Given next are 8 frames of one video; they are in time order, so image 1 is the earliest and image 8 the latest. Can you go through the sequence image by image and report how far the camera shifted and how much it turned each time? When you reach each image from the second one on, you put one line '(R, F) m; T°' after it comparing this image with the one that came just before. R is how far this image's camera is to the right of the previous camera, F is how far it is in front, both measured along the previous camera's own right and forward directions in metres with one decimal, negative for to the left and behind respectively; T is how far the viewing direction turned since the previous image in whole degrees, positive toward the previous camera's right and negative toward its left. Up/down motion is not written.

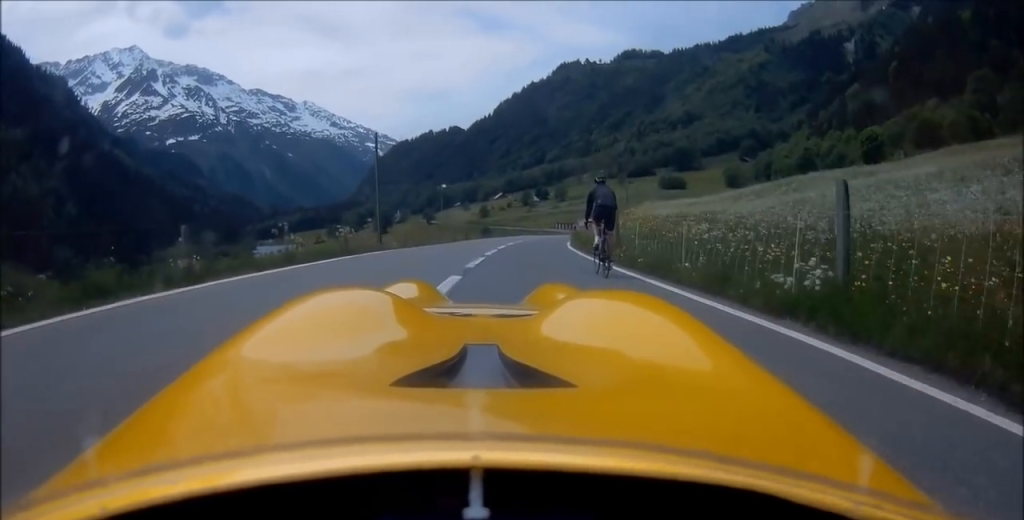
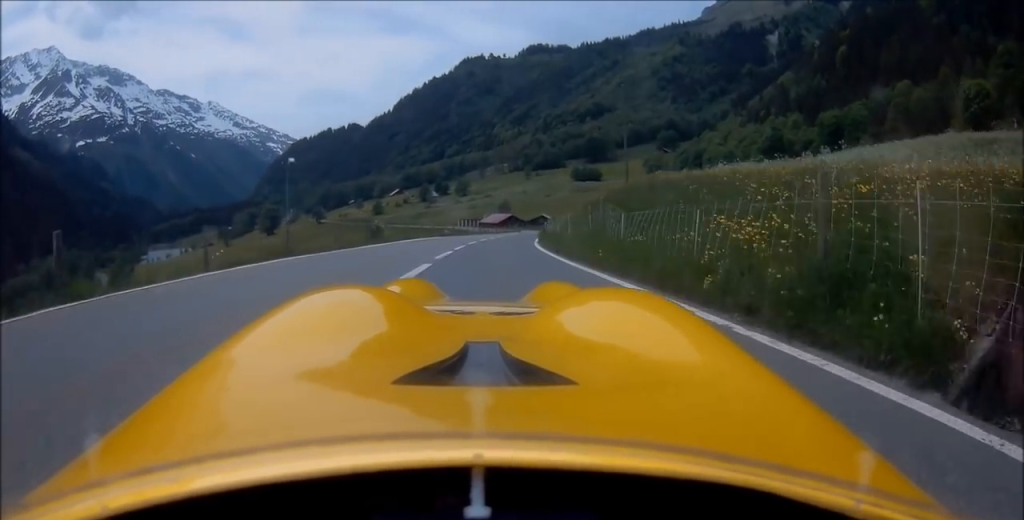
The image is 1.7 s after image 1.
(+2.2, +33.4) m; +8°
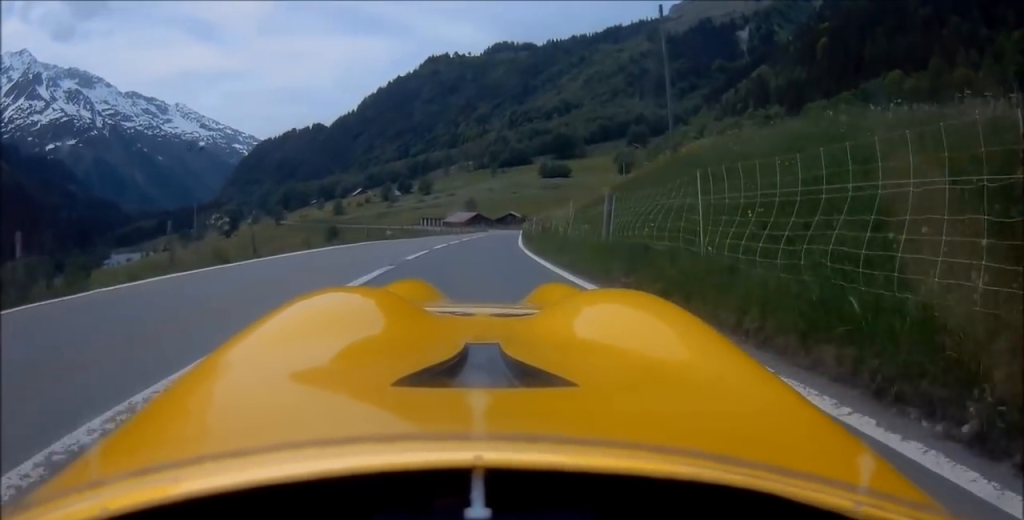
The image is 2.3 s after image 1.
(+0.3, +12.7) m; +2°
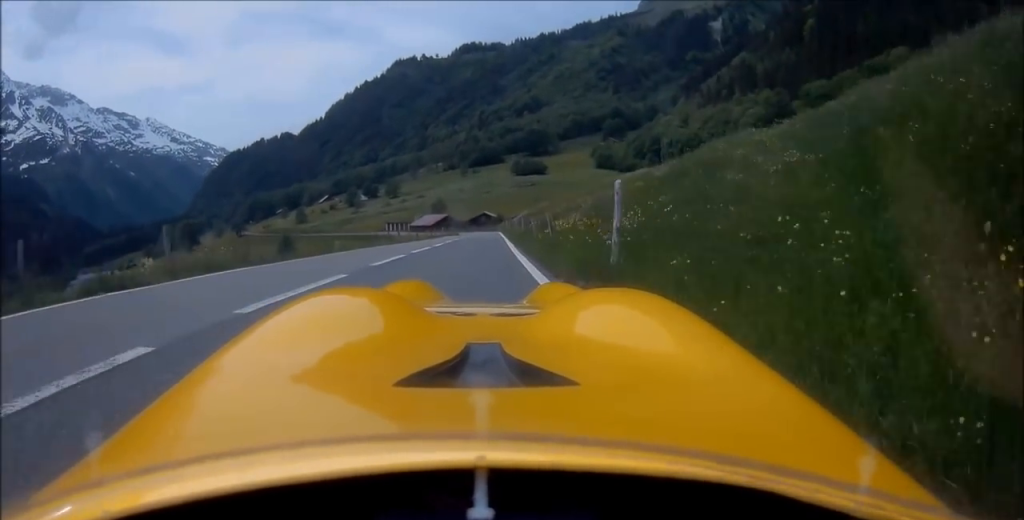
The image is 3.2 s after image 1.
(+0.4, +19.3) m; +2°
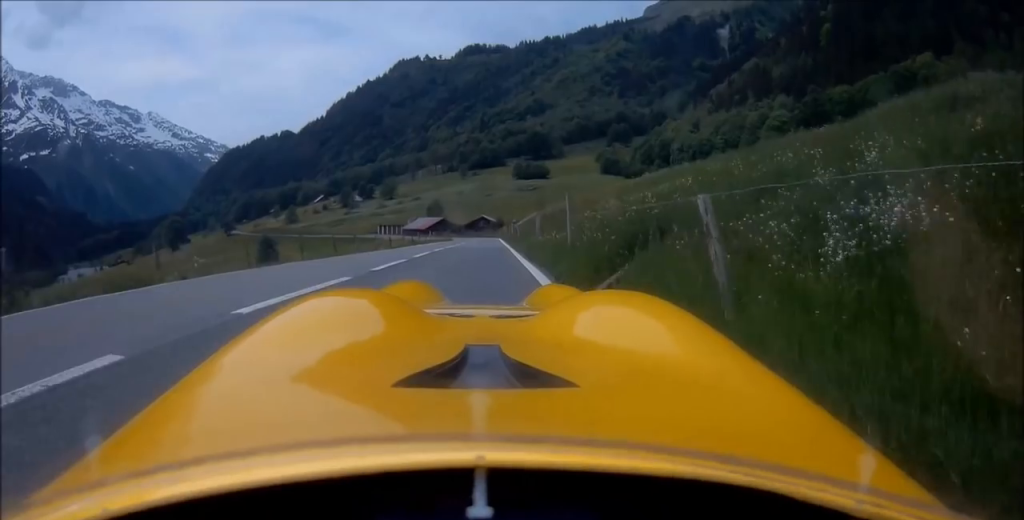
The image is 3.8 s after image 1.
(+0.1, +12.1) m; +1°
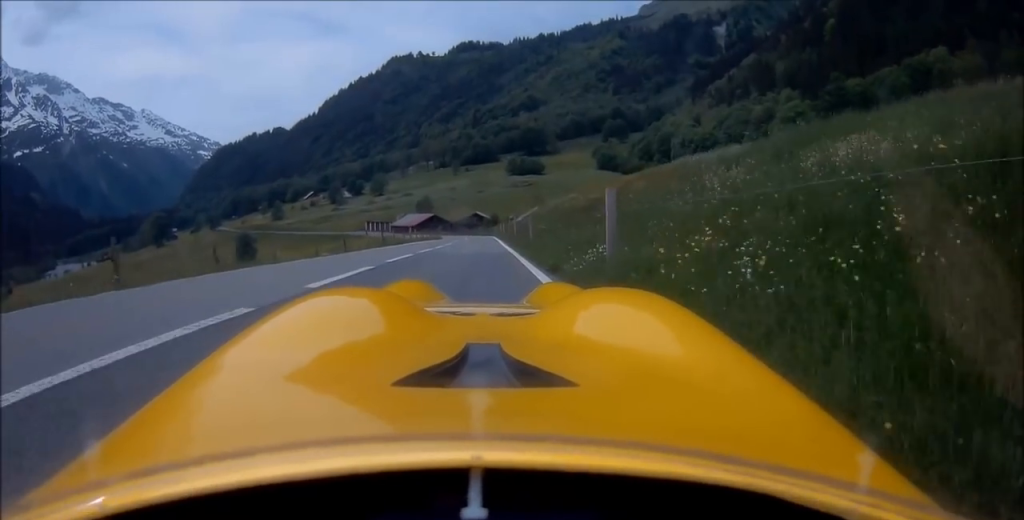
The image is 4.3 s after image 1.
(+0.2, +9.8) m; 0°
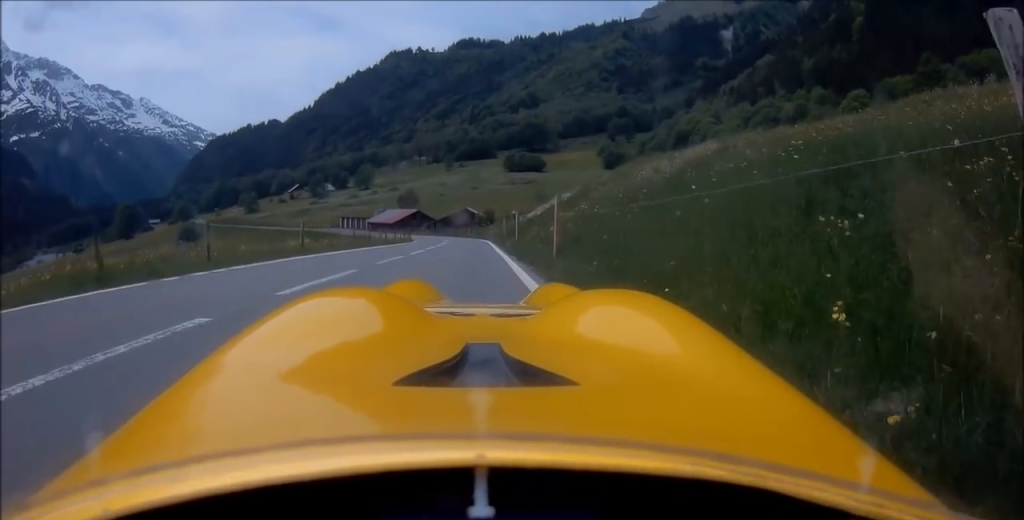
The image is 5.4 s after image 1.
(-0.1, +24.4) m; -2°
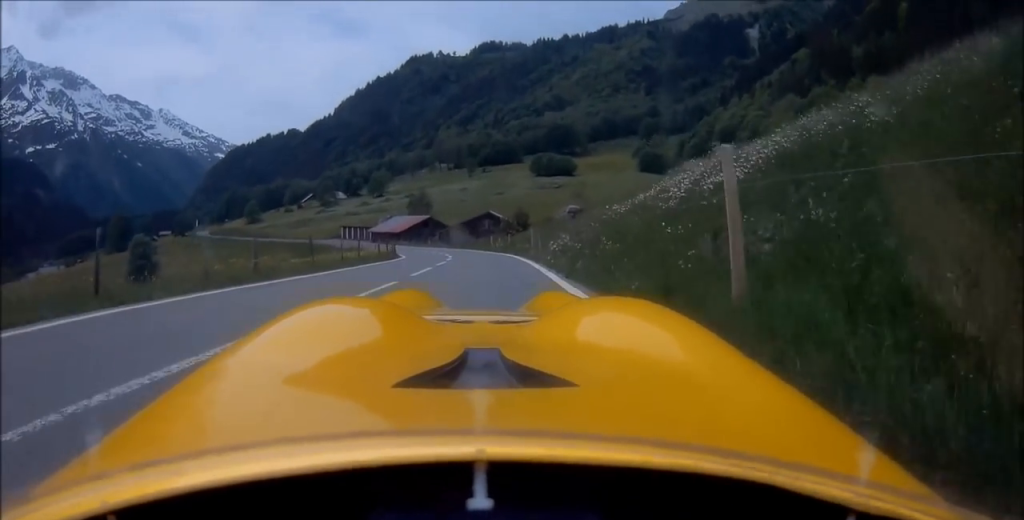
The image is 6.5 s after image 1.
(-0.4, +23.3) m; -2°
